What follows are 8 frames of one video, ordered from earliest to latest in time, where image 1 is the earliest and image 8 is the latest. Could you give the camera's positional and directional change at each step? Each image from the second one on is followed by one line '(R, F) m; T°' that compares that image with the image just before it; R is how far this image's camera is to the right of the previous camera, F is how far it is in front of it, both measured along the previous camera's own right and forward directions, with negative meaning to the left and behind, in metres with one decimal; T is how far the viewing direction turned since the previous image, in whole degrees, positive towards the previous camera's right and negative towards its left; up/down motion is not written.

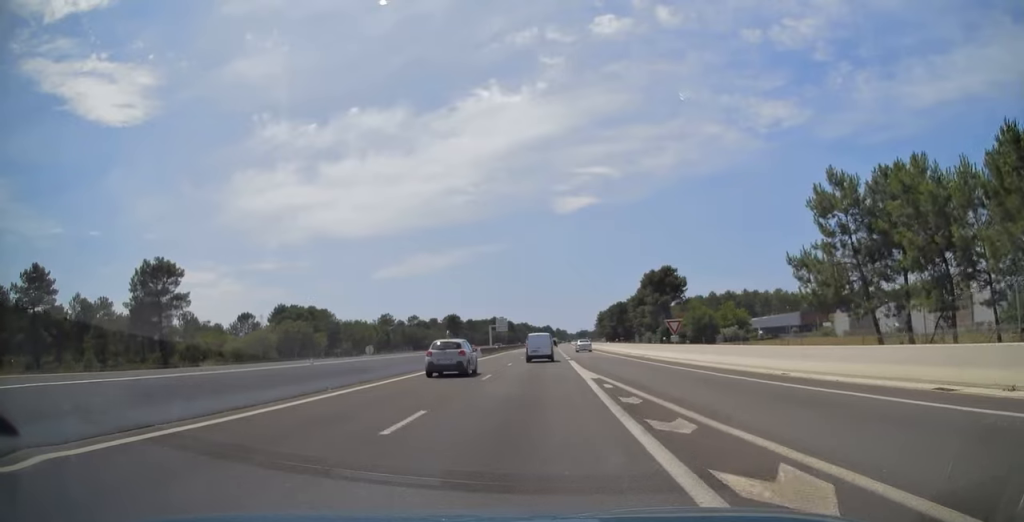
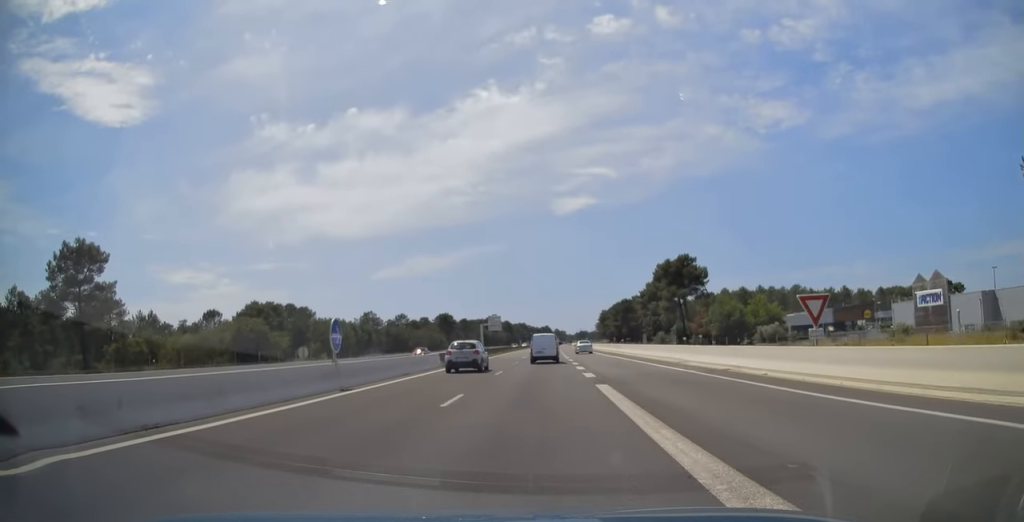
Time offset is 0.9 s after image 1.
(+0.1, +21.6) m; +1°
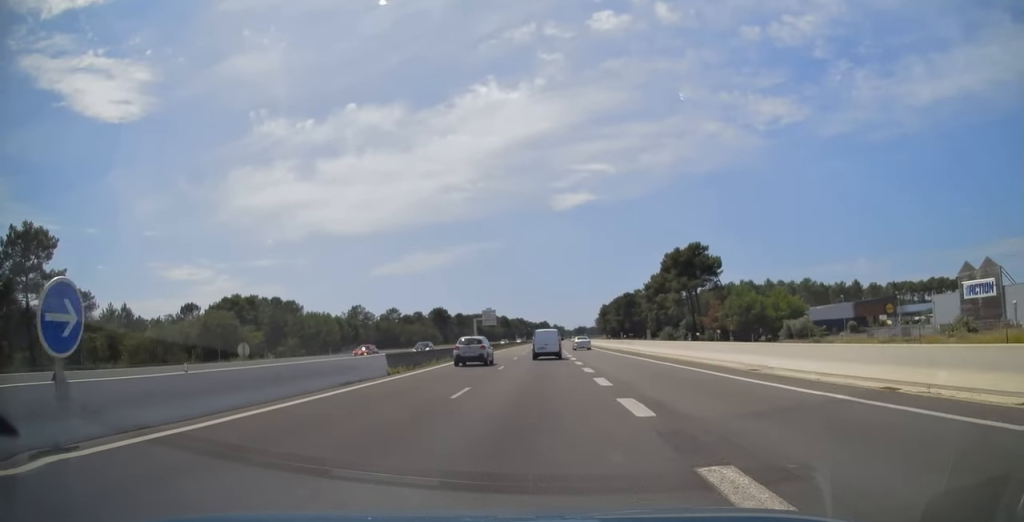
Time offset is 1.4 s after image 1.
(+0.2, +11.8) m; 0°
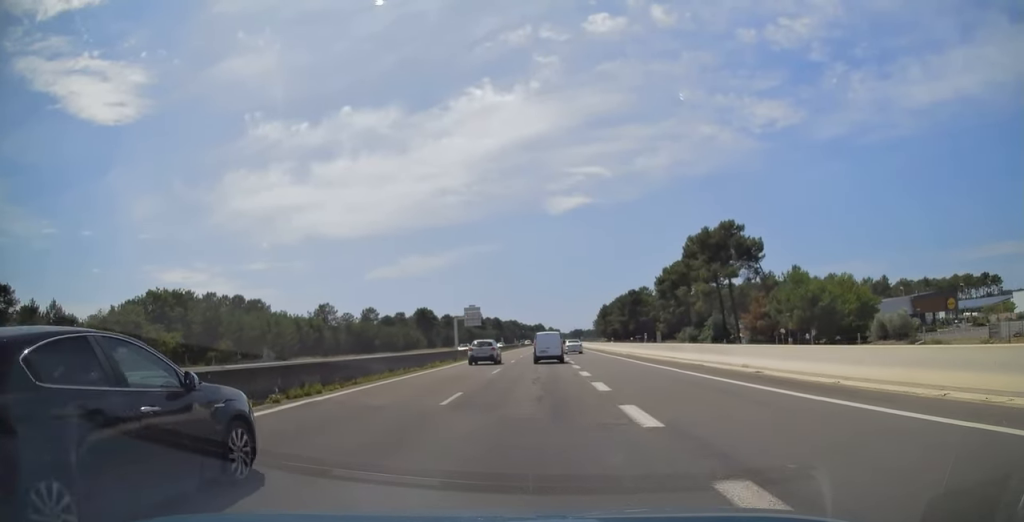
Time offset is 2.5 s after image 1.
(-0.4, +26.8) m; -1°
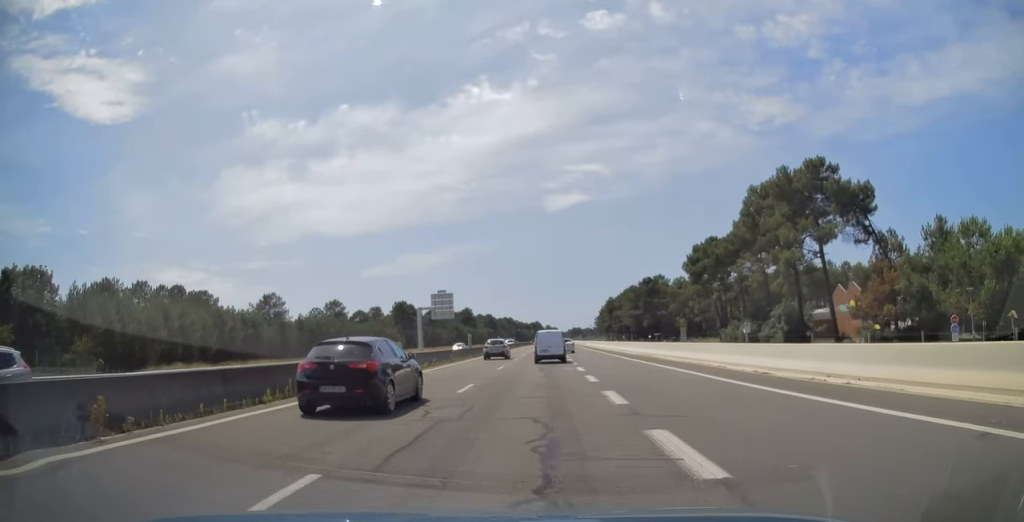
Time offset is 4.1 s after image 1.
(+0.4, +36.0) m; +2°
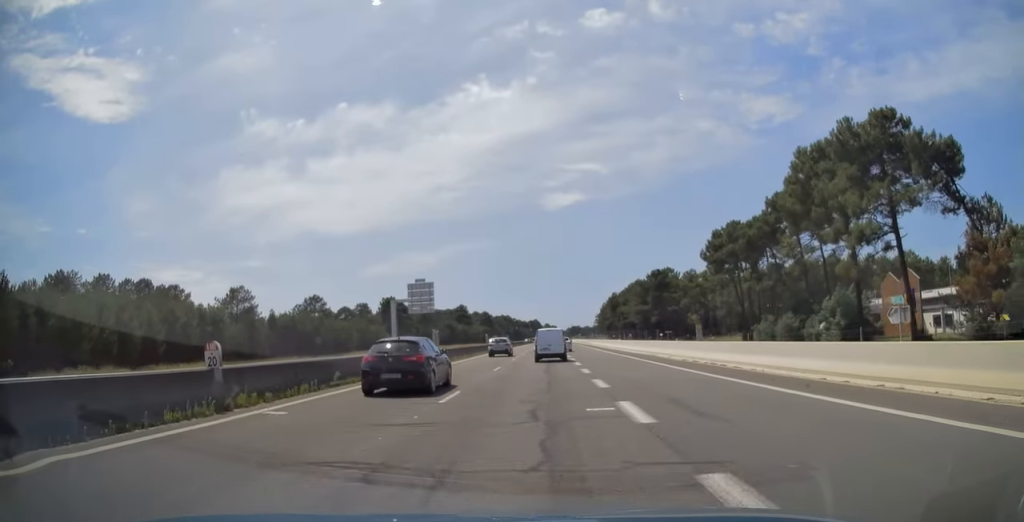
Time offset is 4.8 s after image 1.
(+0.1, +15.9) m; +1°
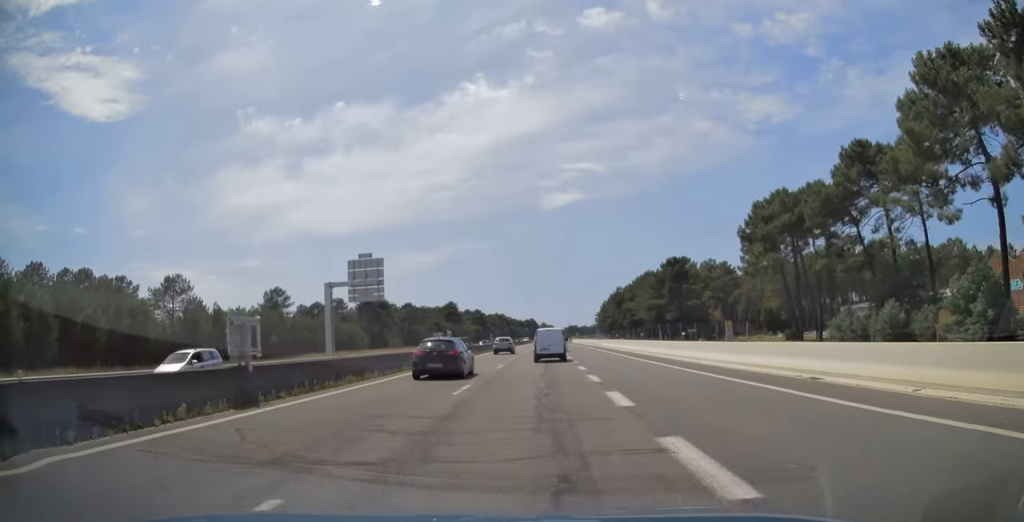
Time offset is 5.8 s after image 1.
(0.0, +23.9) m; 0°
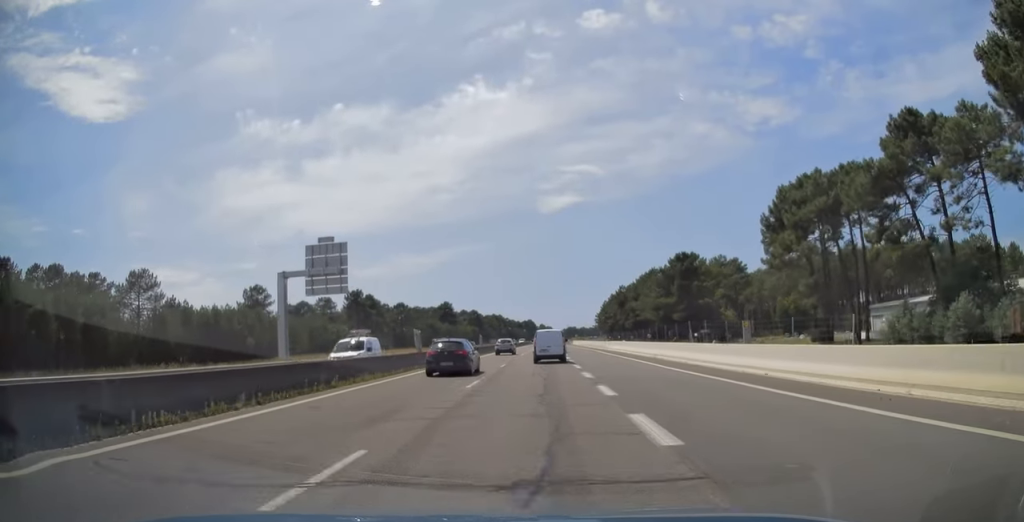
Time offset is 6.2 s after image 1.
(0.0, +10.3) m; 0°
